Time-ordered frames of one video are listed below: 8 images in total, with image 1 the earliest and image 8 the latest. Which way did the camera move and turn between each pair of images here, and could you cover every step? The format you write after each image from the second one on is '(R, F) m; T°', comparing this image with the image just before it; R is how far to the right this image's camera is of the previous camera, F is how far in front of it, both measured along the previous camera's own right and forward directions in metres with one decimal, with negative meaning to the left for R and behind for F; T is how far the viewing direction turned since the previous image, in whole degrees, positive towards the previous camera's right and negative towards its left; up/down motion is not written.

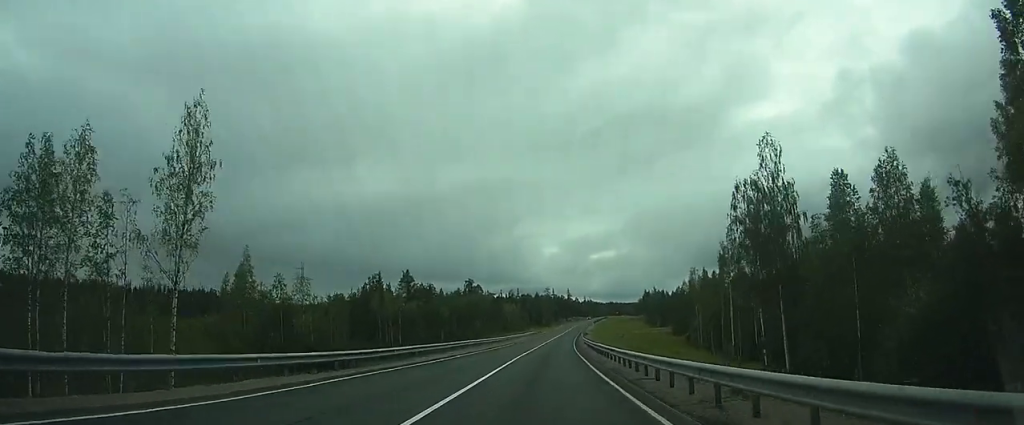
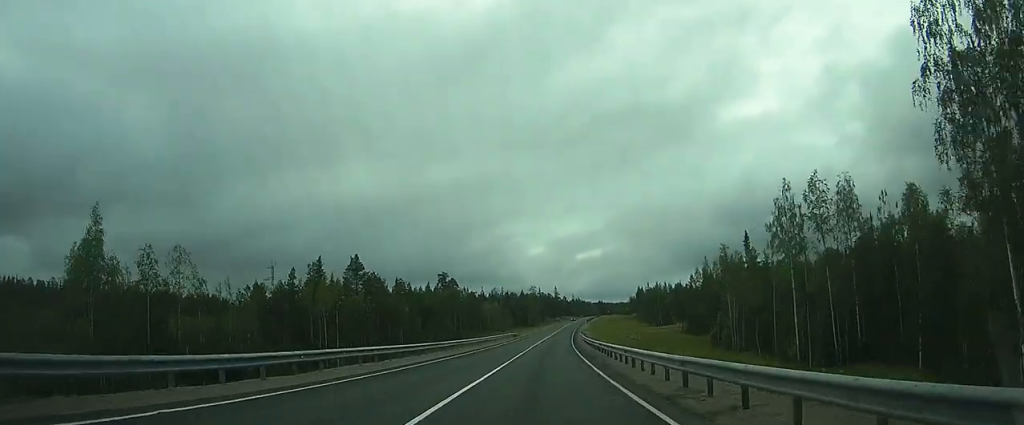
(0.0, +25.1) m; 0°
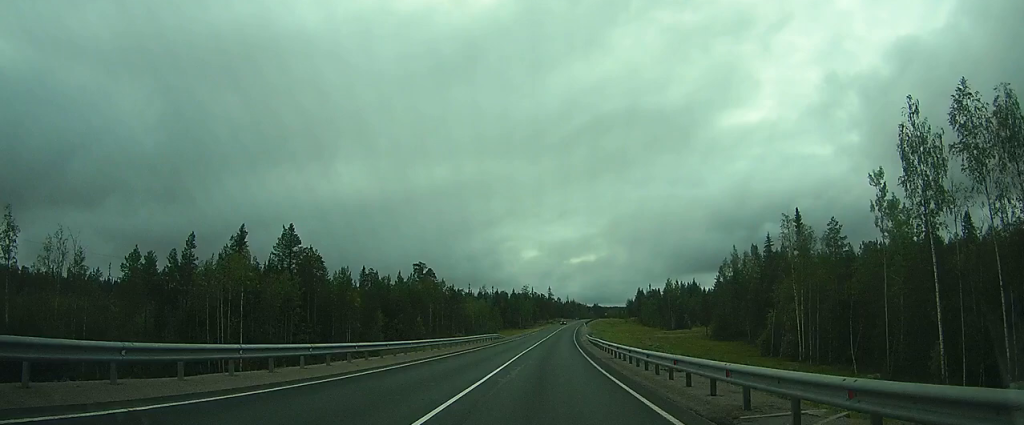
(0.0, +23.5) m; +1°
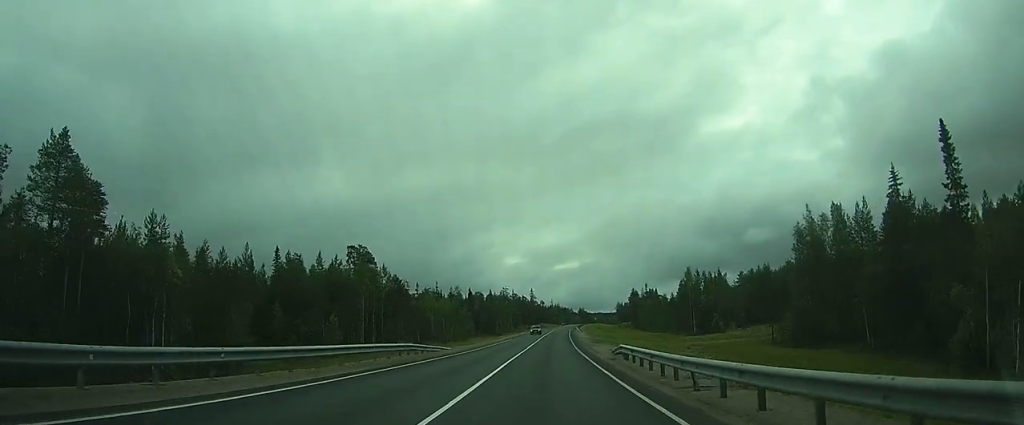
(+0.7, +36.3) m; +2°
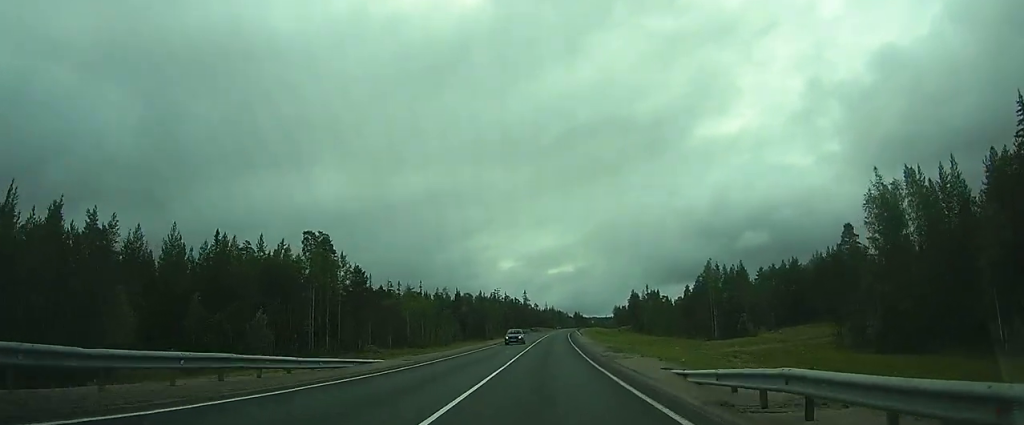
(0.0, +17.3) m; +1°
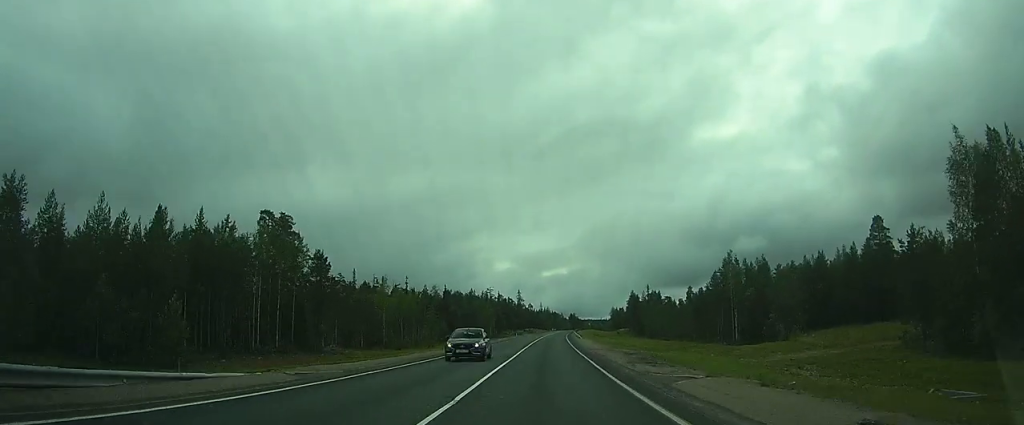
(0.0, +12.8) m; +2°
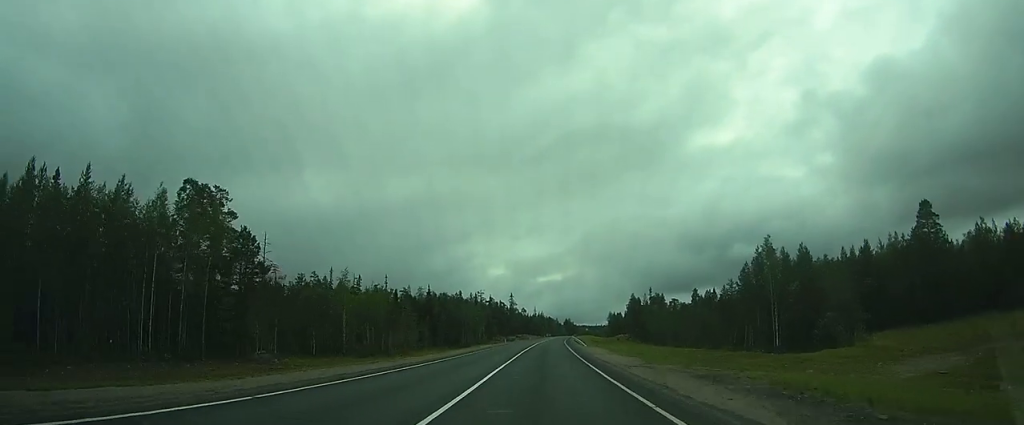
(+0.5, +16.5) m; +2°
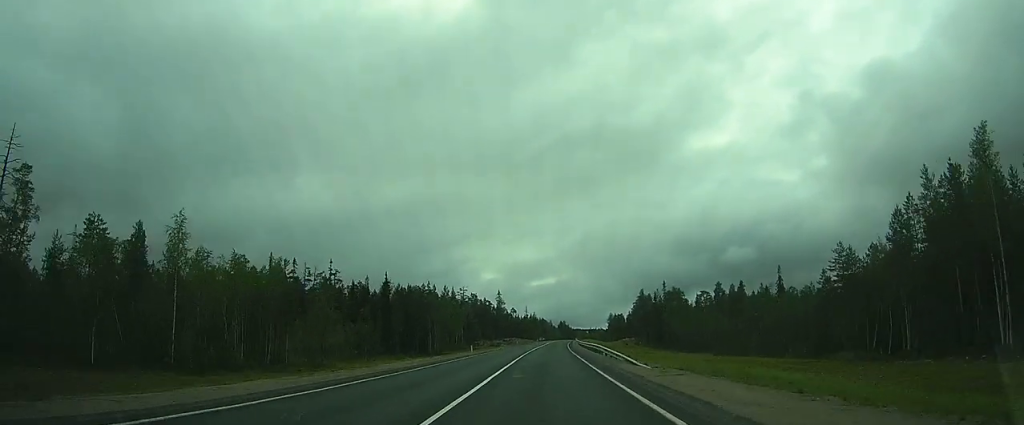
(+0.9, +36.8) m; +1°
